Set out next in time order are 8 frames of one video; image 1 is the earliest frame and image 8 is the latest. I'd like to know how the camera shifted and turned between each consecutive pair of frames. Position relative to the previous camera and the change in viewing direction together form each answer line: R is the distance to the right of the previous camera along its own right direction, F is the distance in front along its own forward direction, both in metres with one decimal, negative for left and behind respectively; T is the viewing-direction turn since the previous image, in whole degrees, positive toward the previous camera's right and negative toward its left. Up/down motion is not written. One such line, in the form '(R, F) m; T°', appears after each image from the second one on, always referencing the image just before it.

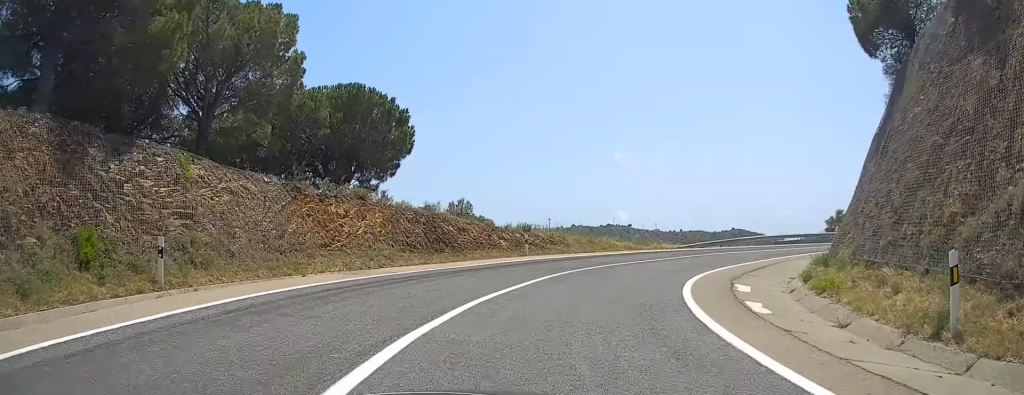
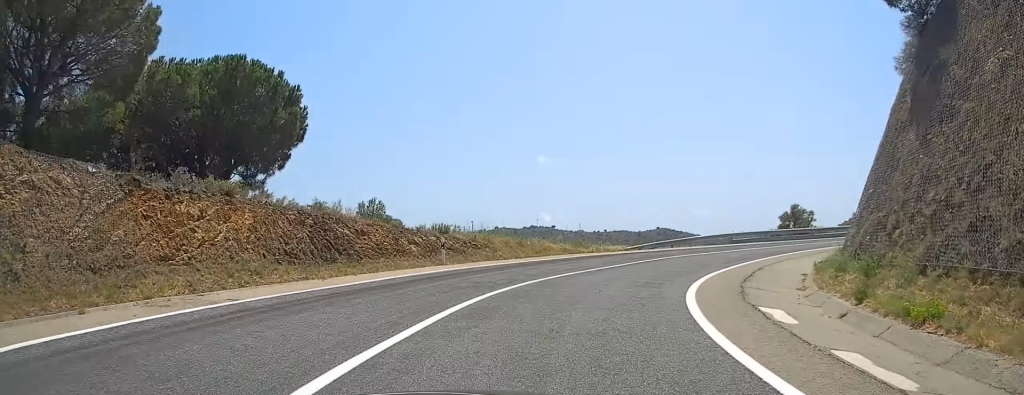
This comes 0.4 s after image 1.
(-0.1, +6.4) m; +5°
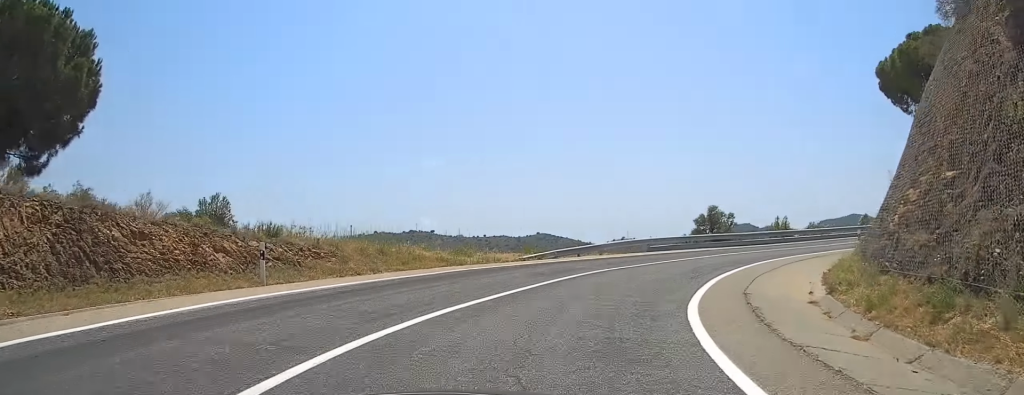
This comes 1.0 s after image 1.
(+0.5, +8.0) m; +11°
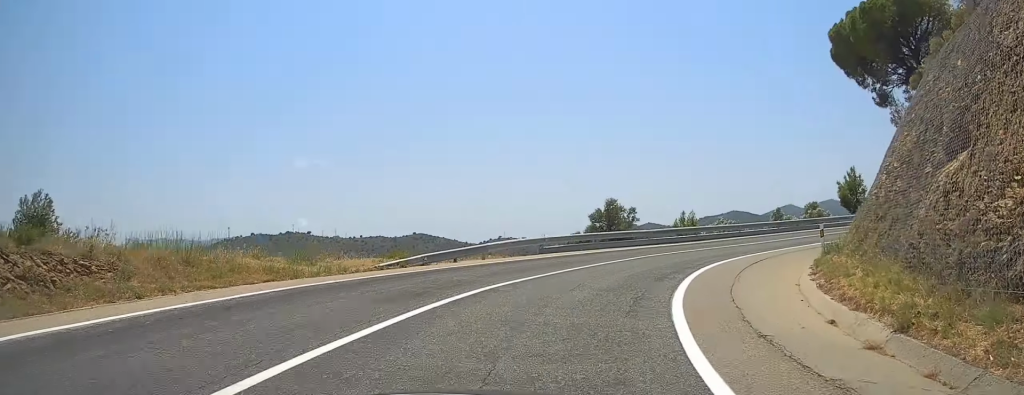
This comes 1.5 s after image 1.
(+0.4, +6.4) m; +12°
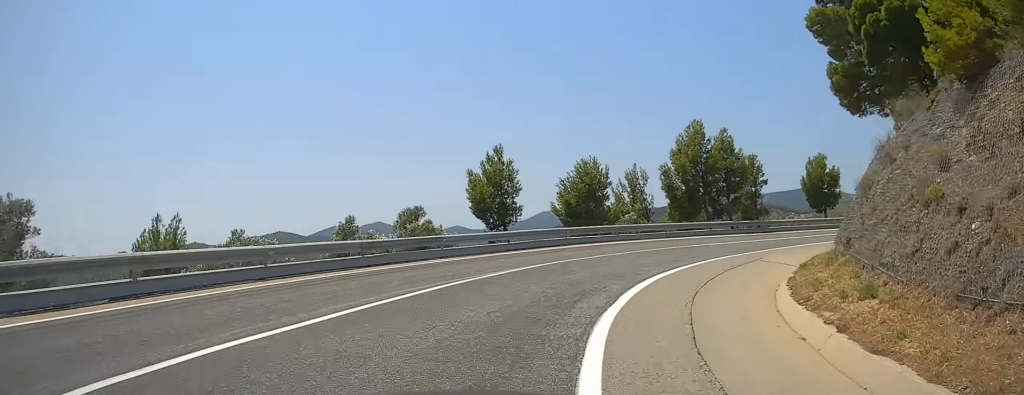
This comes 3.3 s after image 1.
(+10.1, +21.7) m; +45°
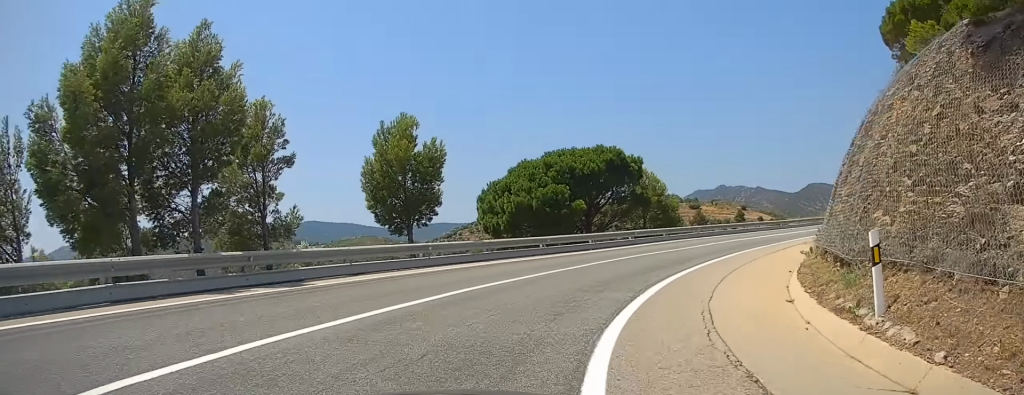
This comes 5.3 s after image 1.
(+8.4, +25.4) m; +35°
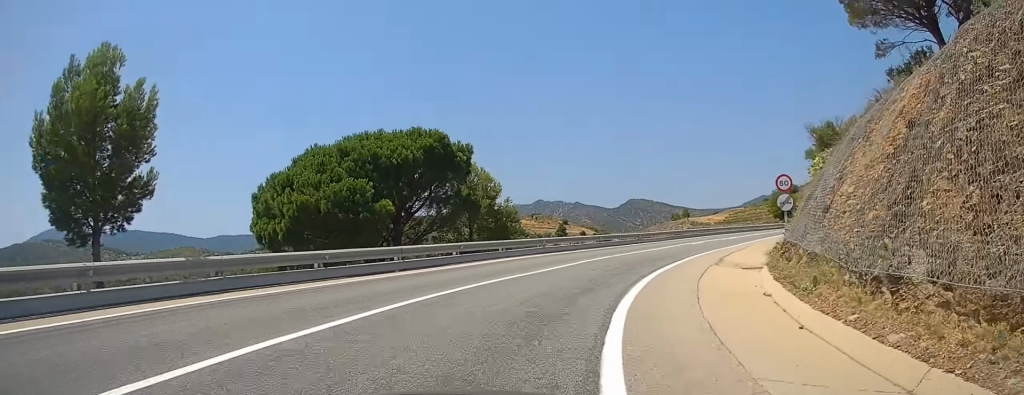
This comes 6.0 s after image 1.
(+1.0, +10.2) m; +13°
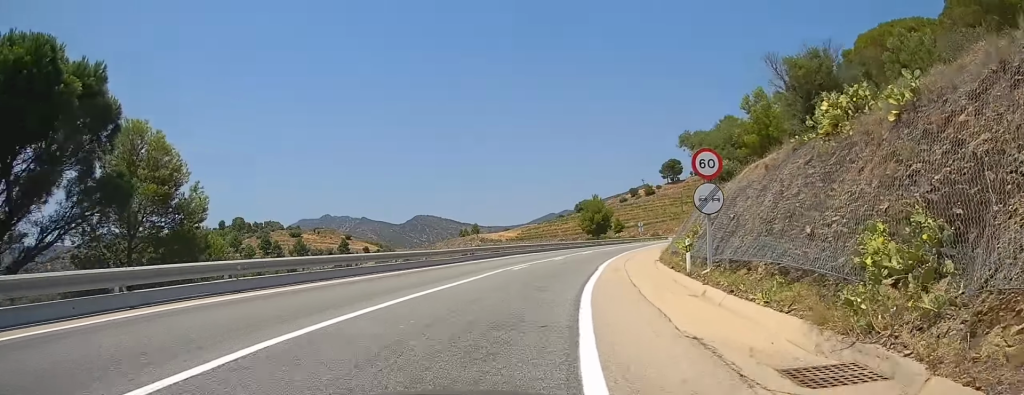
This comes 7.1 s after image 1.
(+2.9, +15.7) m; +18°
